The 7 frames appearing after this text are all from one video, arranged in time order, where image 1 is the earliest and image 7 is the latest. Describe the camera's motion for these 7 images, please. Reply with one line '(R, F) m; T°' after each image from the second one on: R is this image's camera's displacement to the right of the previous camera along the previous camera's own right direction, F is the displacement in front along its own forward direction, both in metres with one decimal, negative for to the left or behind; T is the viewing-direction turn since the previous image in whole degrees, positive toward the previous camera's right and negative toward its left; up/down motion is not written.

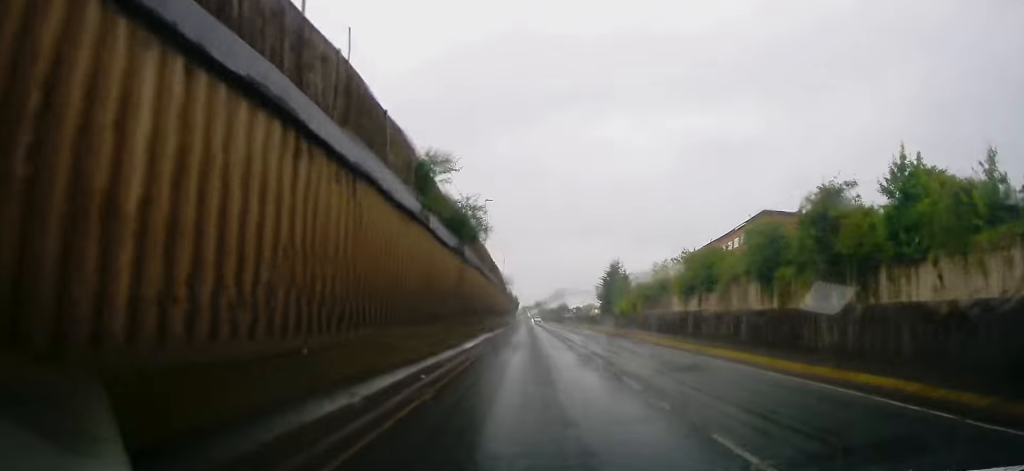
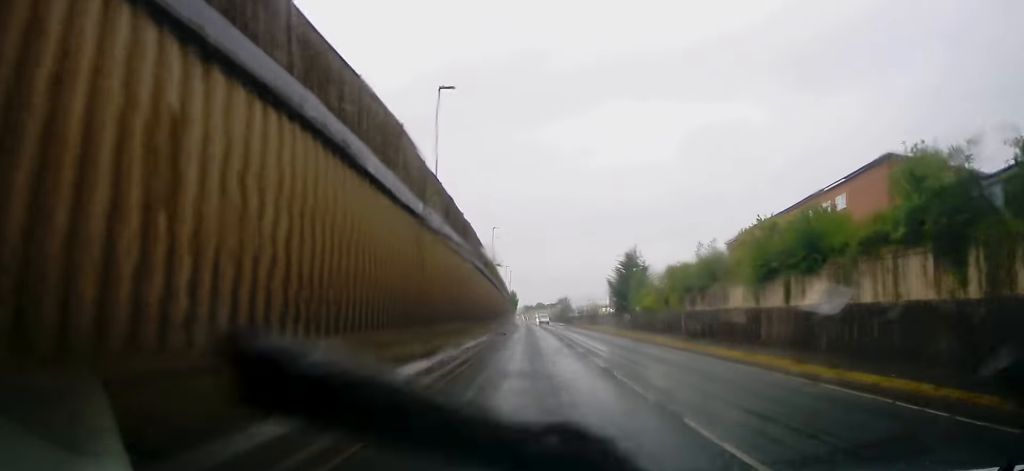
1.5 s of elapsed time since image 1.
(+0.5, +22.3) m; +2°
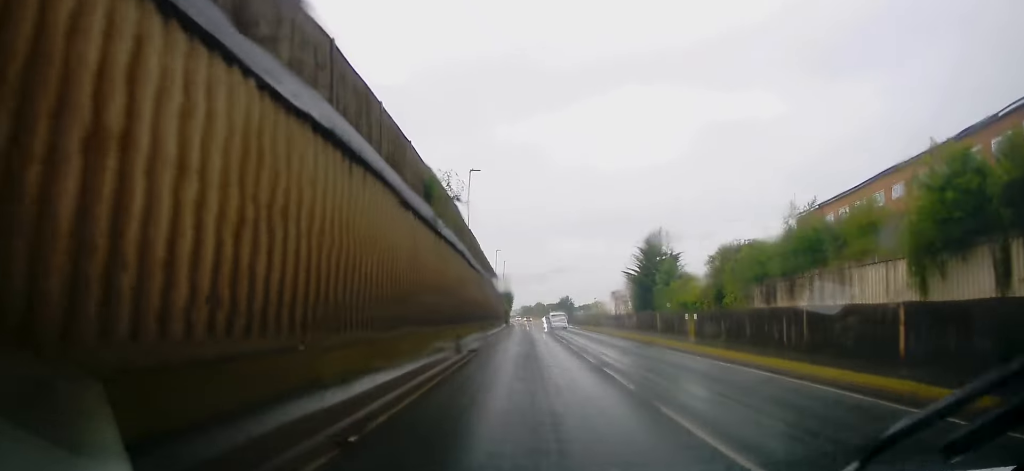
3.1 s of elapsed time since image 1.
(-0.4, +22.2) m; -1°
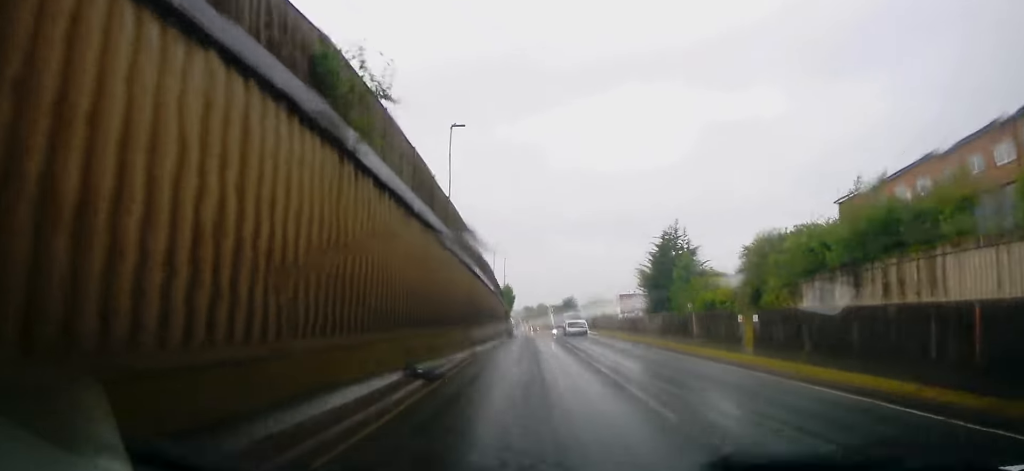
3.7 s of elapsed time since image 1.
(+0.1, +8.7) m; 0°
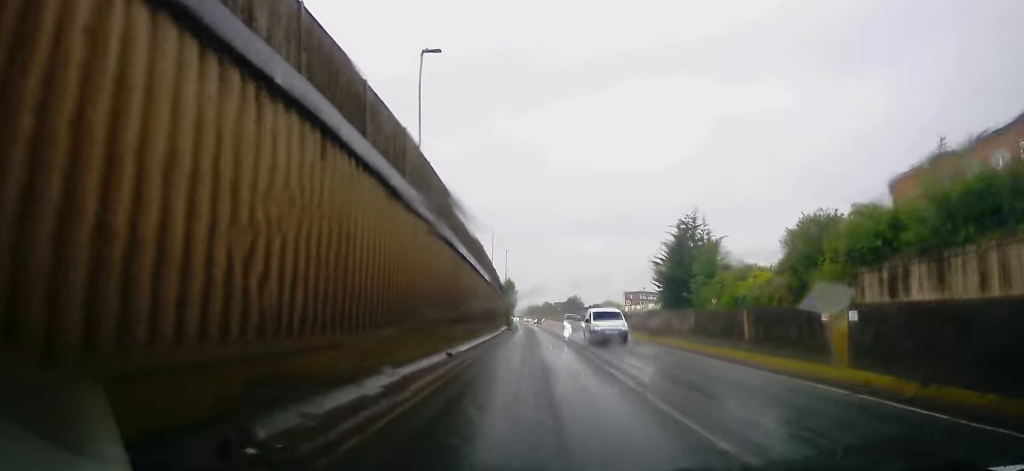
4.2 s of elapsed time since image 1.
(+0.2, +7.7) m; 0°
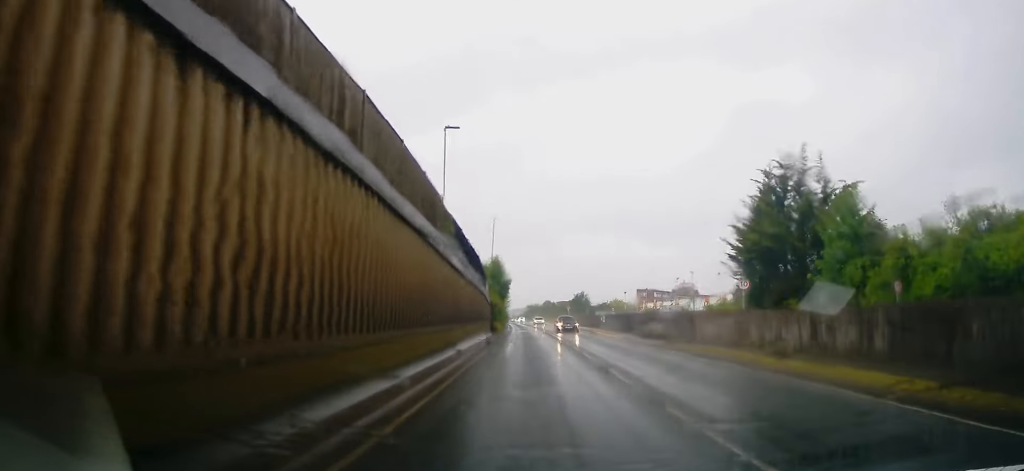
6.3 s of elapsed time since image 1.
(+0.2, +30.3) m; 0°
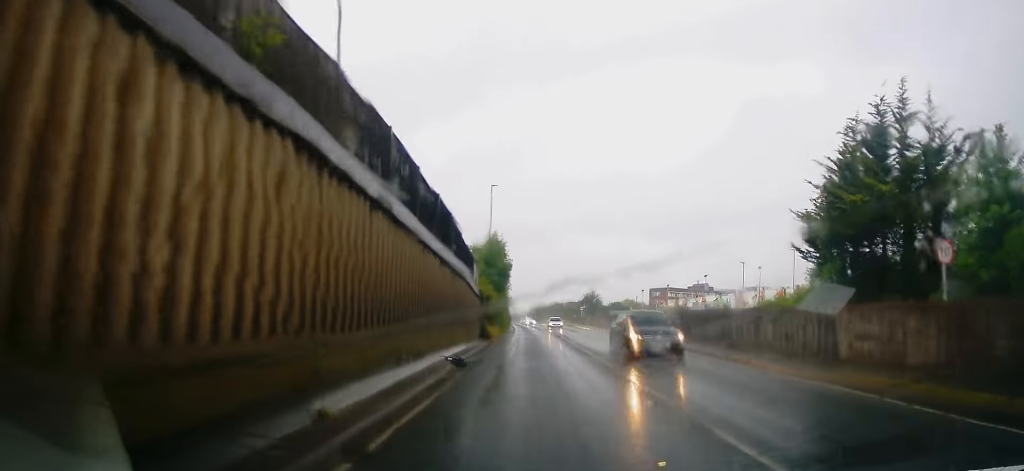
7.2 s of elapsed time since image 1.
(-0.6, +13.5) m; 0°
